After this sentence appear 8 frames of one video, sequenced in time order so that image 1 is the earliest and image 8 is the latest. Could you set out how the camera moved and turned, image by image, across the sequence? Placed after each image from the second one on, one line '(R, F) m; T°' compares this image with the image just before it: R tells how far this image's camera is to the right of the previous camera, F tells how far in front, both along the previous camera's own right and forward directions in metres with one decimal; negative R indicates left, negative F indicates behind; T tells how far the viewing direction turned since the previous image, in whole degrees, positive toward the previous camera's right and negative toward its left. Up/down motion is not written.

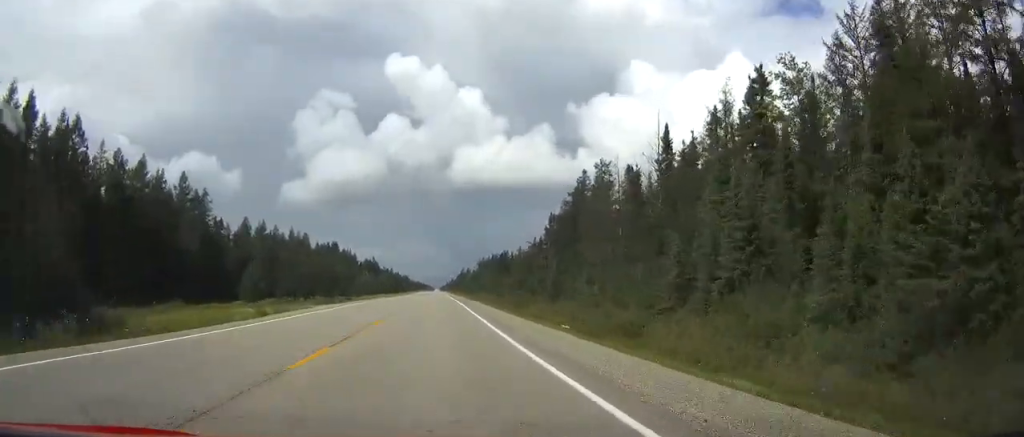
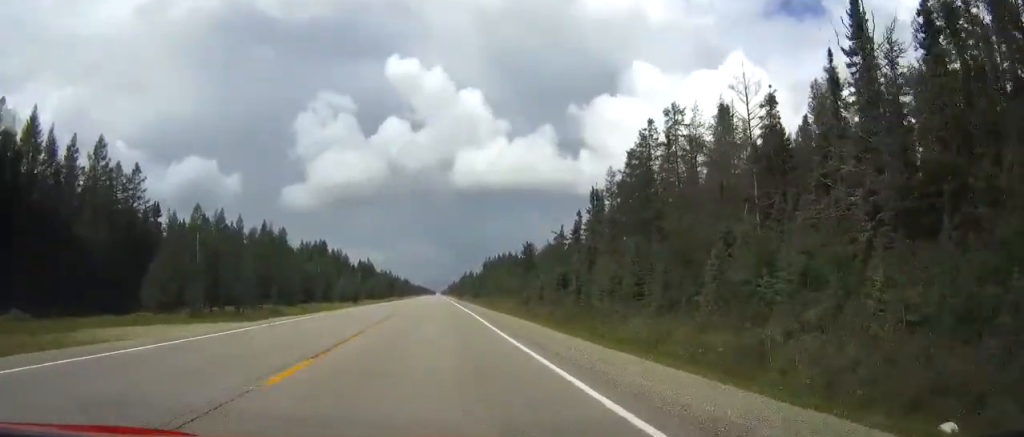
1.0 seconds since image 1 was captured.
(+0.1, +30.4) m; 0°
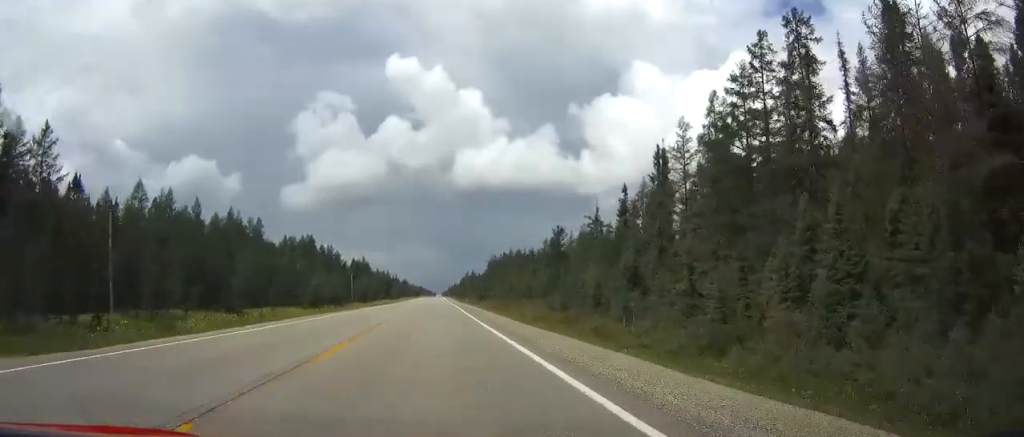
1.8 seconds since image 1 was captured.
(0.0, +25.1) m; 0°
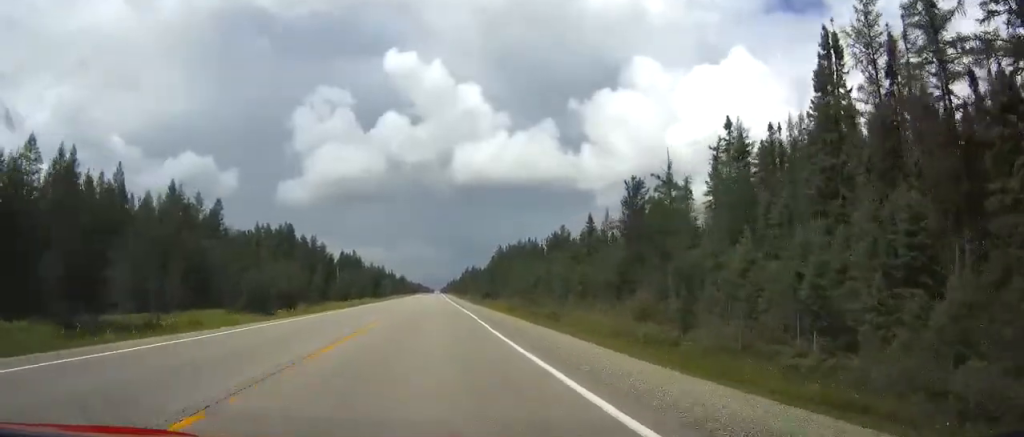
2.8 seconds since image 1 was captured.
(0.0, +28.8) m; 0°
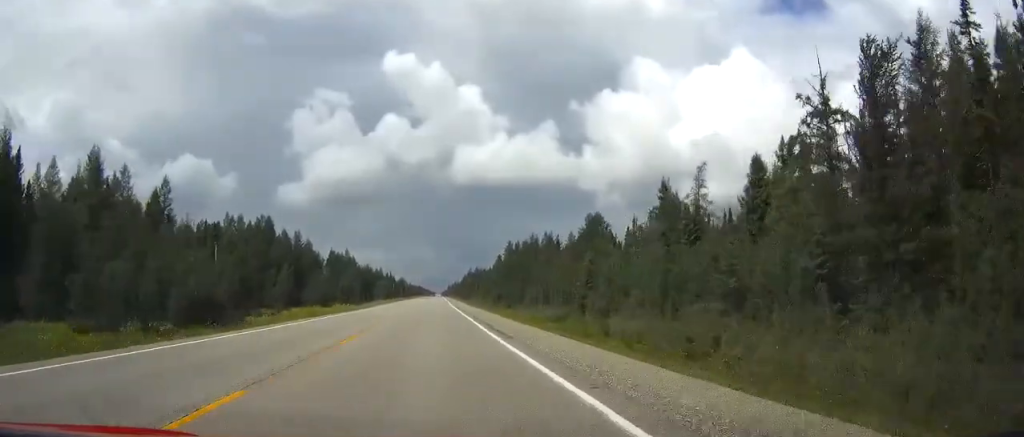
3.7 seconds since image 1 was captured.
(+0.1, +26.5) m; 0°
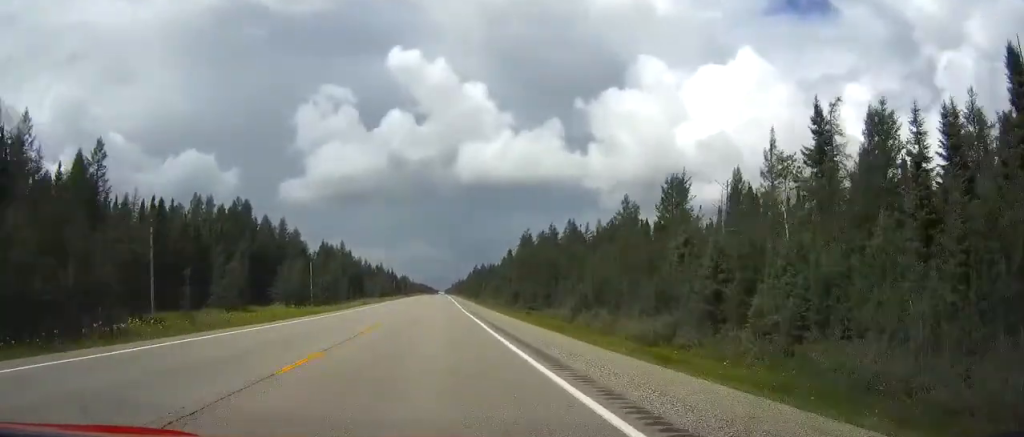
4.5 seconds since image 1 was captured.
(+0.1, +23.3) m; 0°
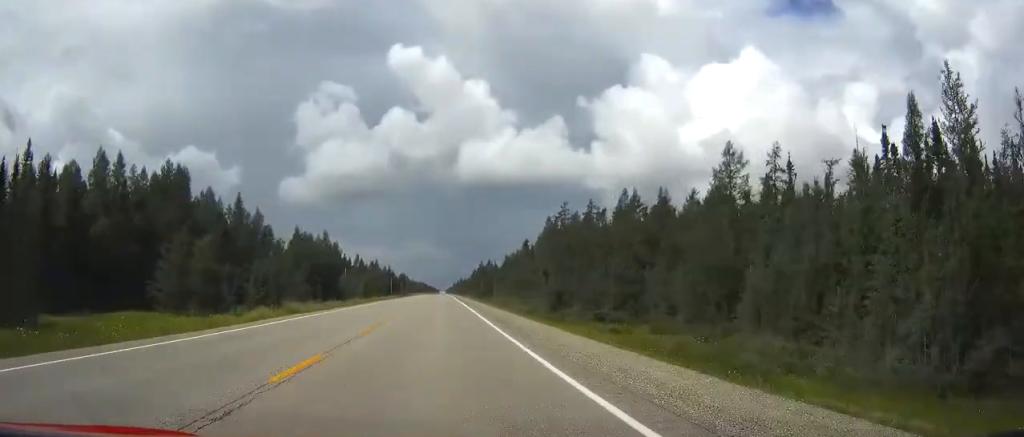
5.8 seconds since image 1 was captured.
(-0.5, +38.8) m; -1°
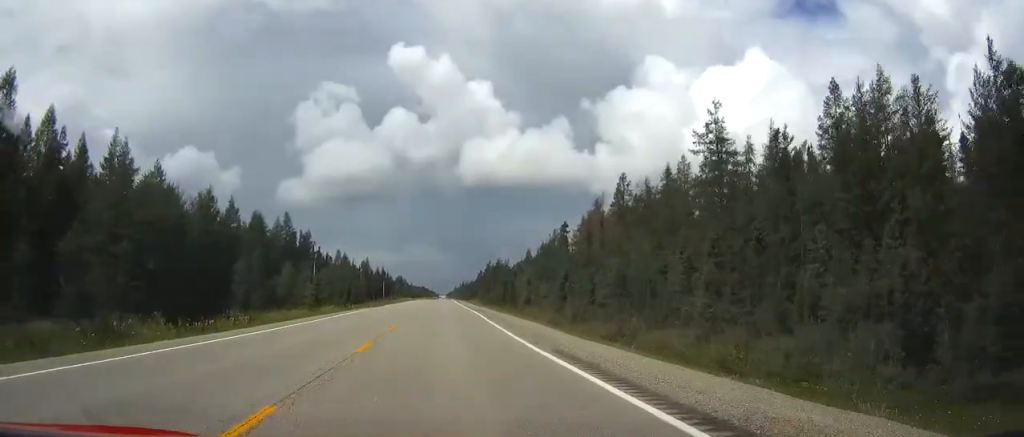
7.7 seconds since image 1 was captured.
(-0.4, +53.5) m; 0°
